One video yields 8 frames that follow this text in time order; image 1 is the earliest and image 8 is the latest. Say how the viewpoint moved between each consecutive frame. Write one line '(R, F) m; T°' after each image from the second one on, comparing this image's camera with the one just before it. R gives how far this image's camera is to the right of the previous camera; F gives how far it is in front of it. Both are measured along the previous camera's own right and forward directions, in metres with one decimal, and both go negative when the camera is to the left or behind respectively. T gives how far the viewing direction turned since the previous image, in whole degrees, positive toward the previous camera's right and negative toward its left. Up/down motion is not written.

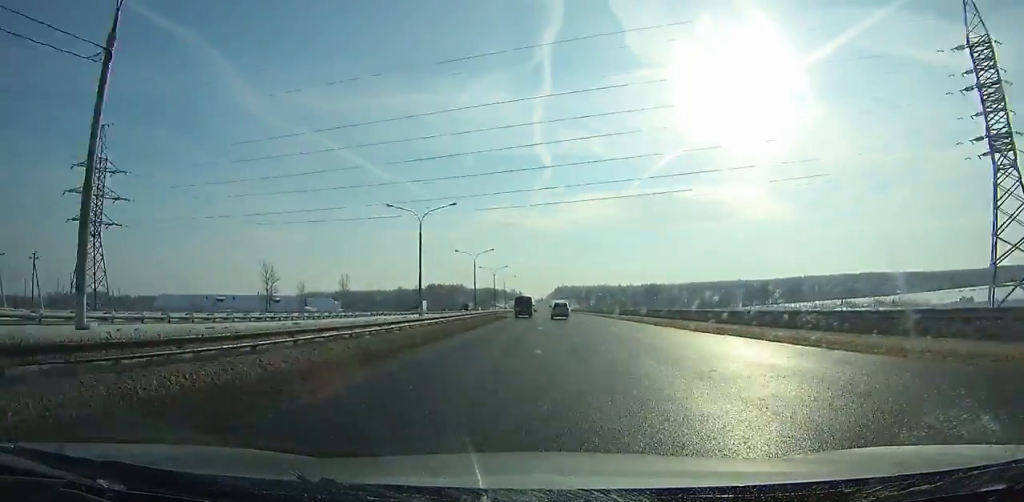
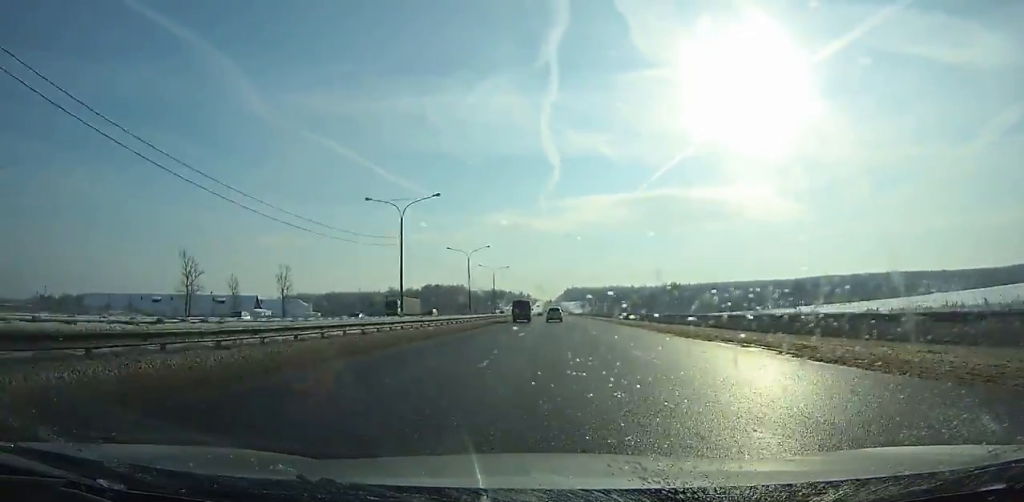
(-0.4, +52.1) m; -1°
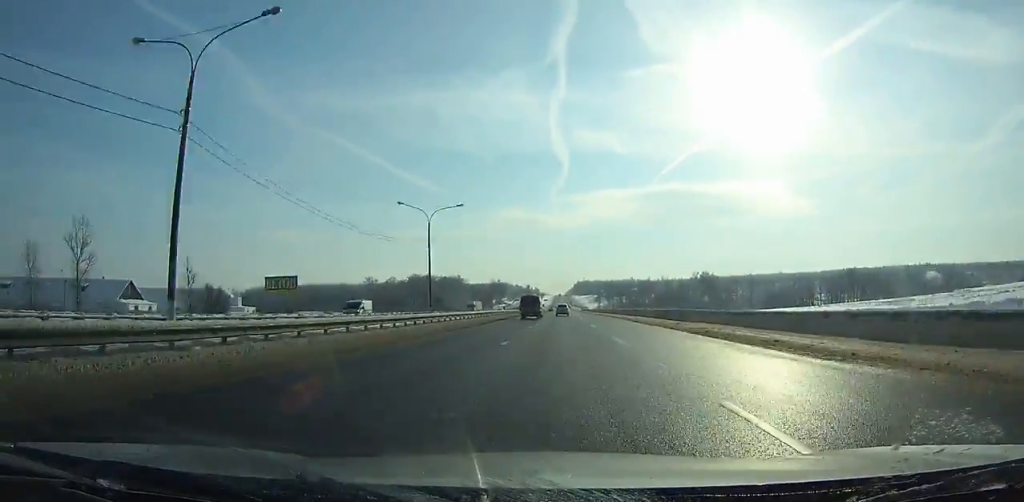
(-0.5, +74.3) m; 0°
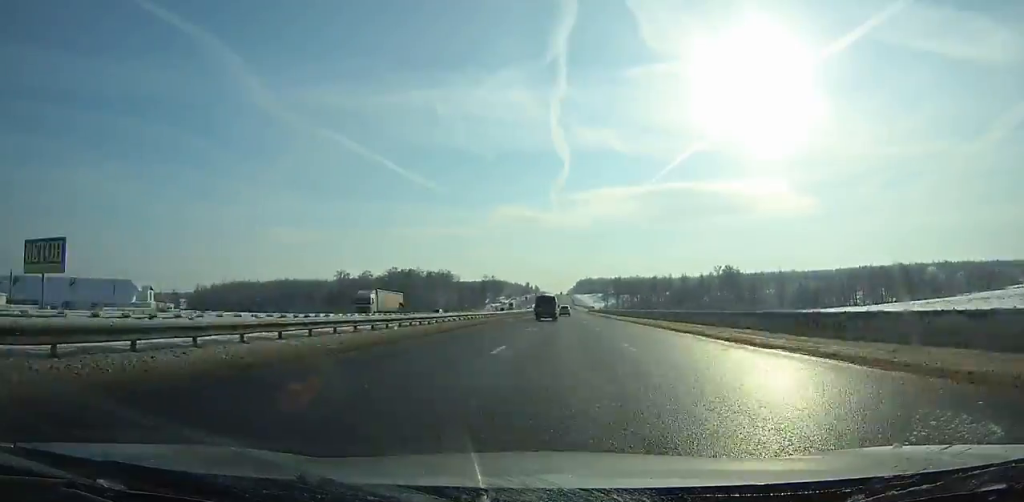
(0.0, +51.3) m; 0°
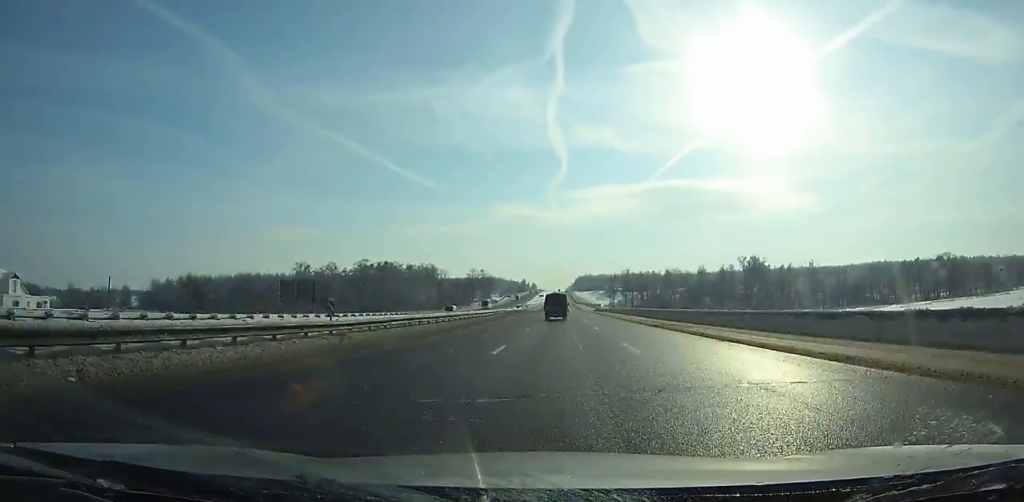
(+0.1, +49.0) m; 0°
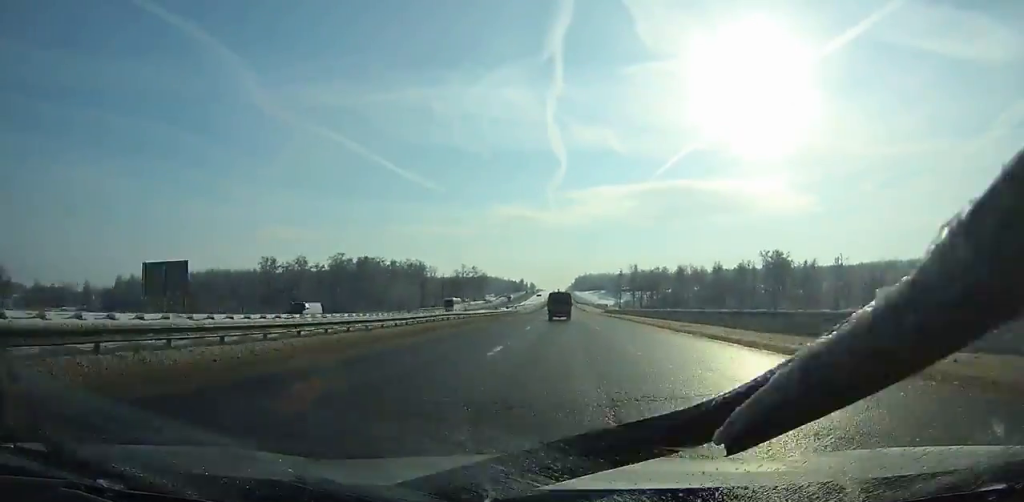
(0.0, +32.8) m; 0°
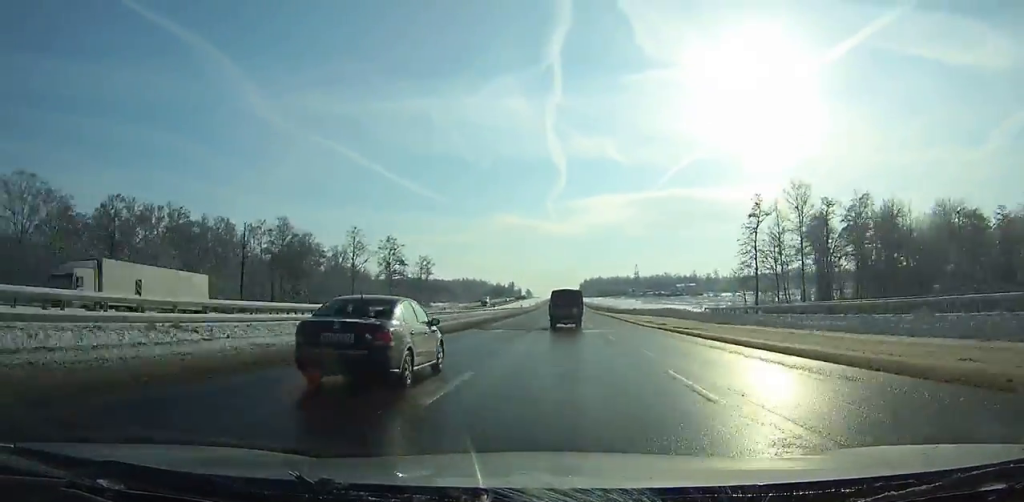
(-0.7, +168.5) m; 0°
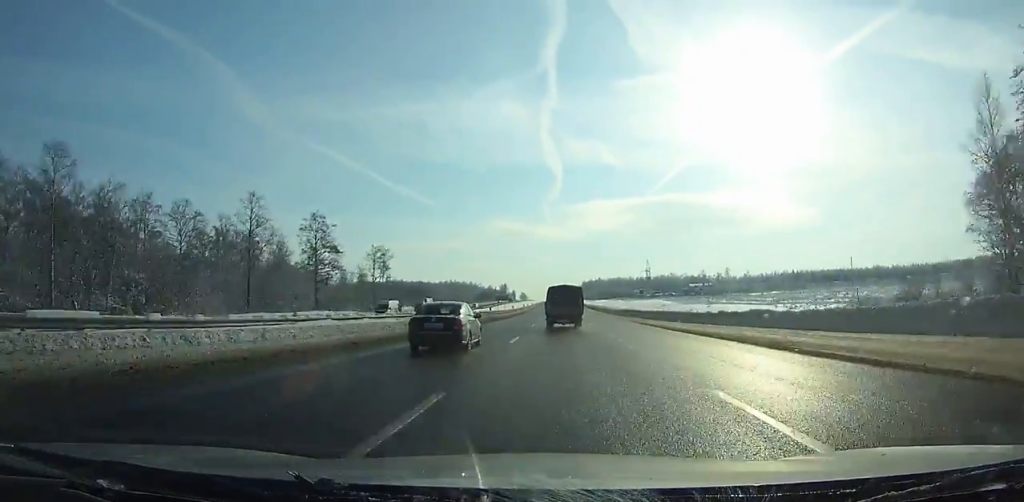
(+0.1, +50.6) m; 0°
